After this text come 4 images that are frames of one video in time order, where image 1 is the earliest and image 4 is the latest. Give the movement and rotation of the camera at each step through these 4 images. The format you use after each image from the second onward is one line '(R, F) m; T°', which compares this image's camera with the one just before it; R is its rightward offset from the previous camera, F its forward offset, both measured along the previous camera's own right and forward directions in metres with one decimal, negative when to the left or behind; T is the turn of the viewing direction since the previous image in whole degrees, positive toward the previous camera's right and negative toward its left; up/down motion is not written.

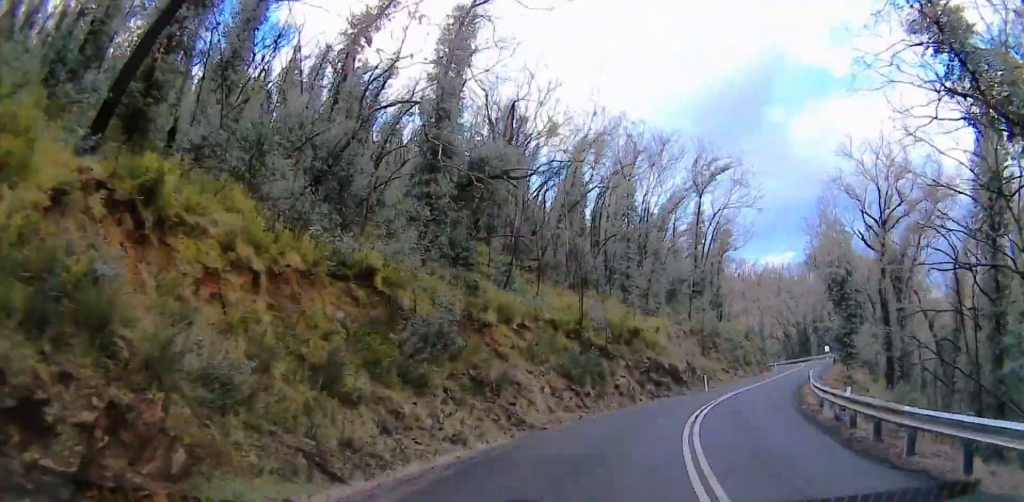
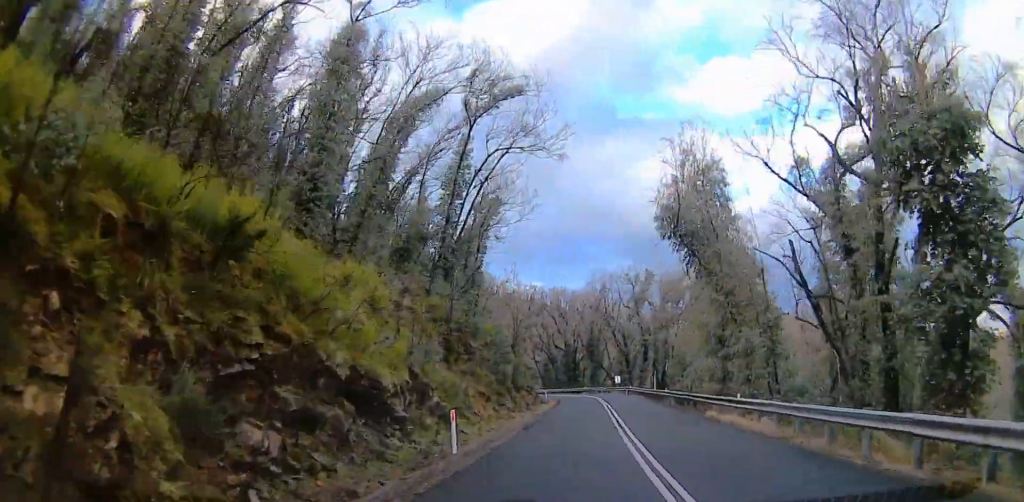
(+5.9, +31.6) m; +30°
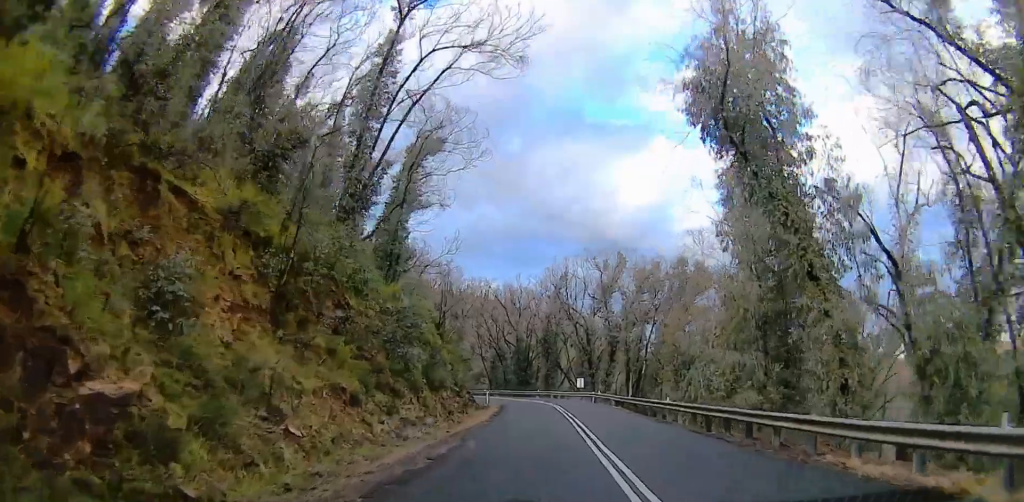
(+3.6, +16.1) m; +8°
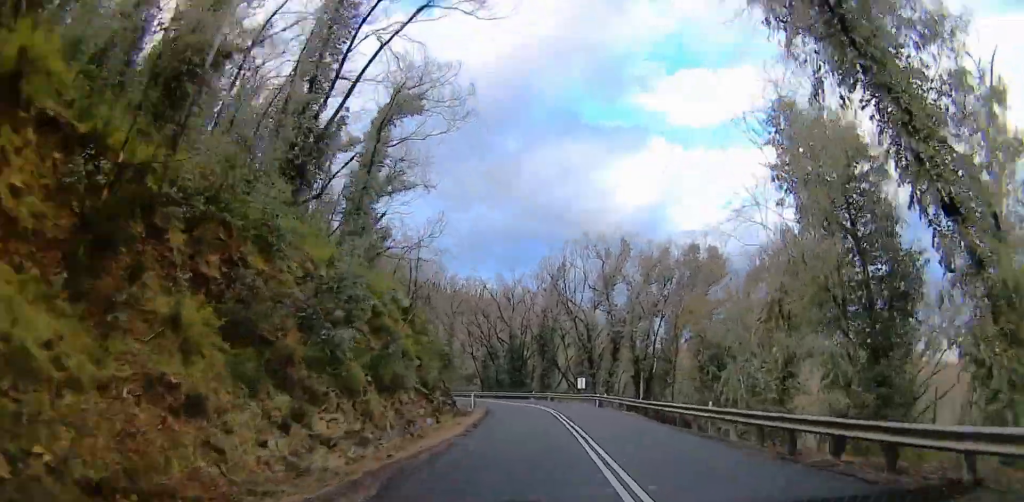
(-0.5, +7.1) m; -2°
